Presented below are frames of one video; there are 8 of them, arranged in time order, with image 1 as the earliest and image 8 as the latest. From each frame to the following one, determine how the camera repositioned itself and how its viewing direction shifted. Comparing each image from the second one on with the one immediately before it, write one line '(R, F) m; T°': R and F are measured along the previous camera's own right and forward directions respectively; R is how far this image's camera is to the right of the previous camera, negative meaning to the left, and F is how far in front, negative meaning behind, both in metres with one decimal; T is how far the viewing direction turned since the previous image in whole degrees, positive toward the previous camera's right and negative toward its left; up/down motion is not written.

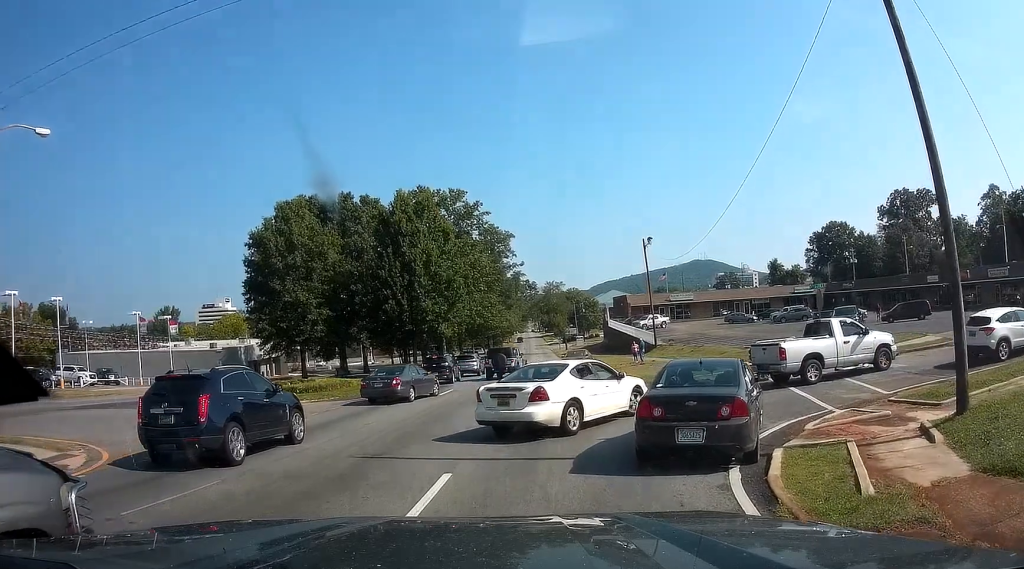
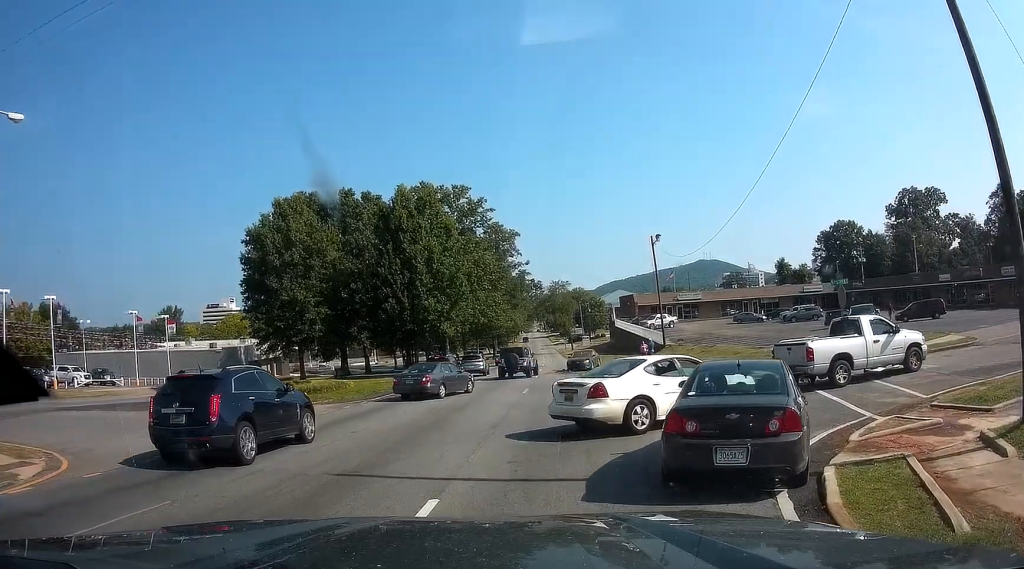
(0.0, +1.5) m; 0°
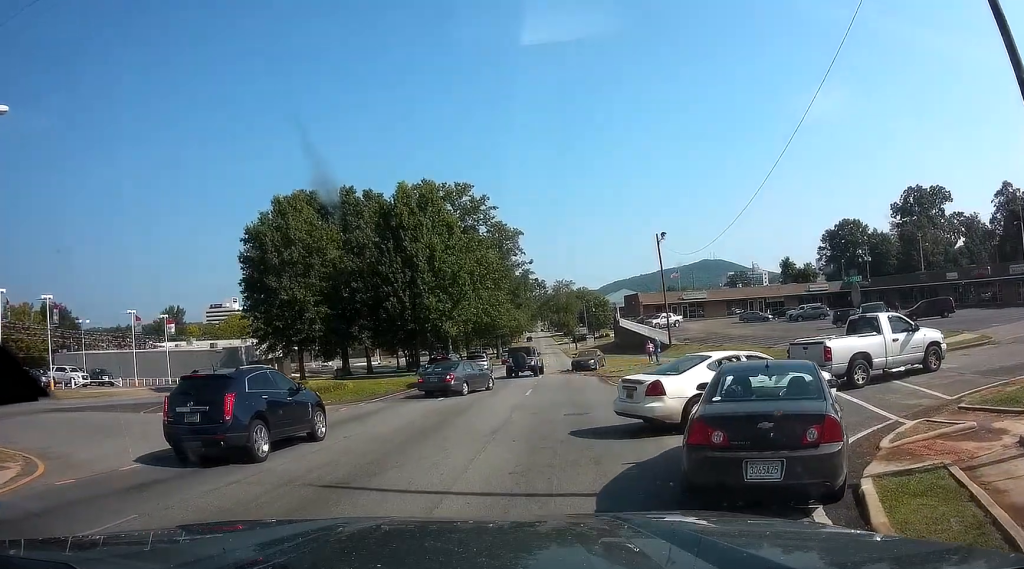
(0.0, +0.9) m; 0°
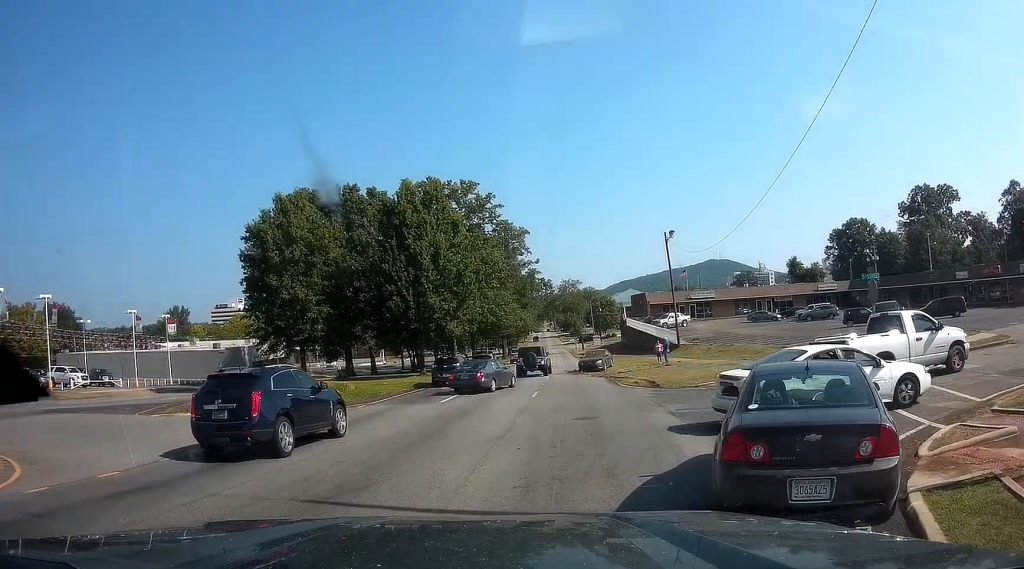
(0.0, +1.0) m; 0°
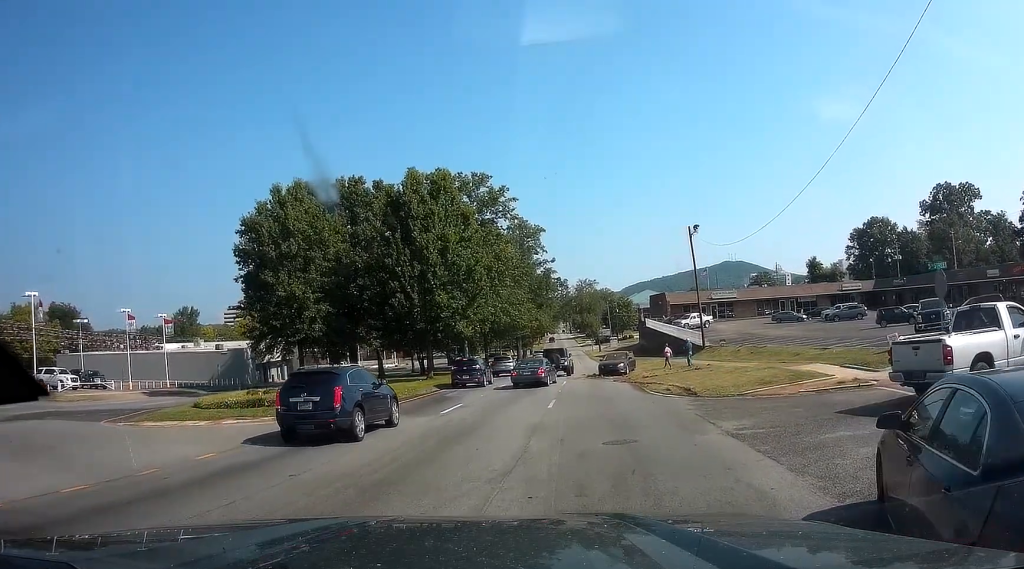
(0.0, +3.4) m; 0°
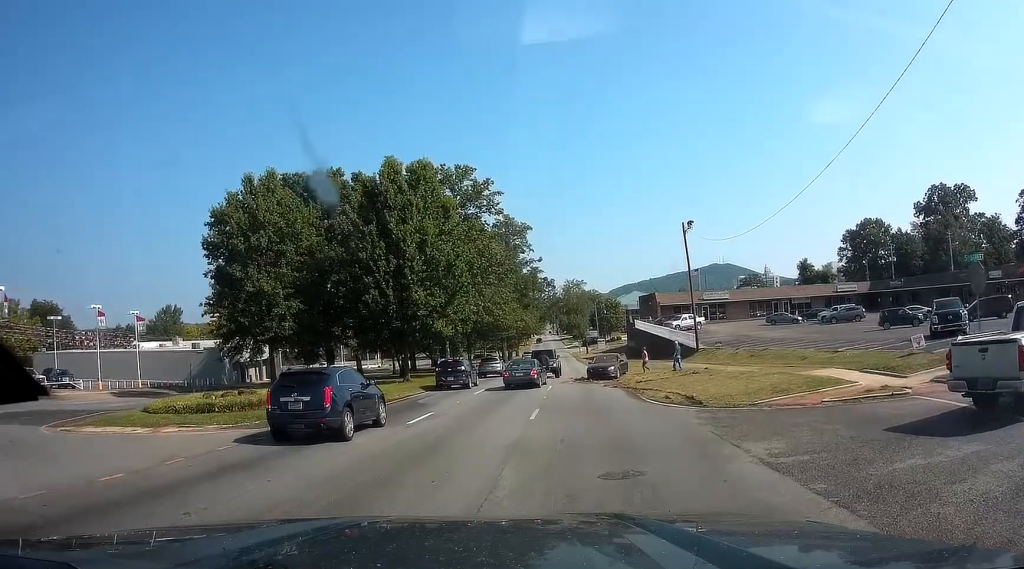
(0.0, +2.3) m; 0°
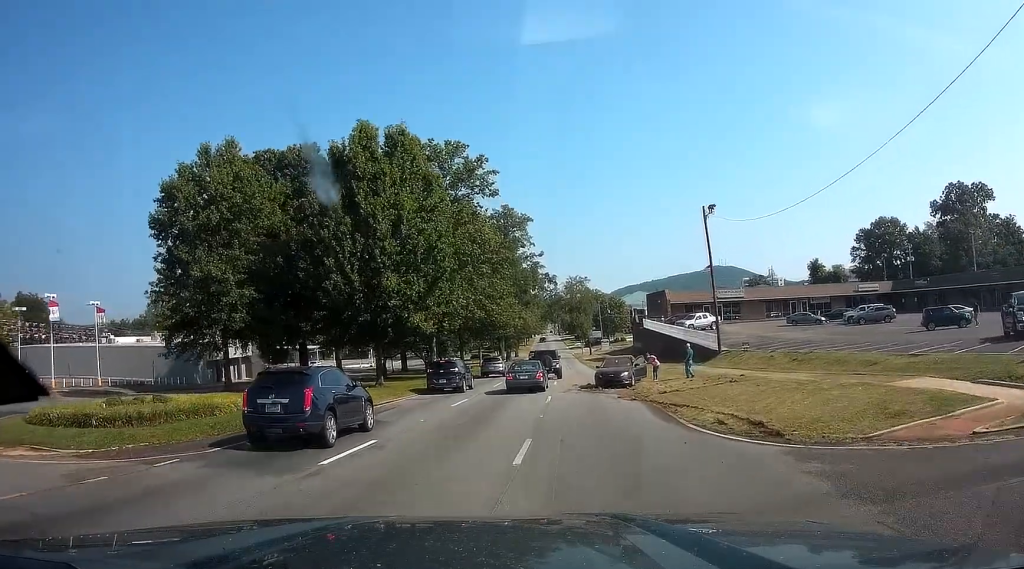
(0.0, +5.7) m; 0°
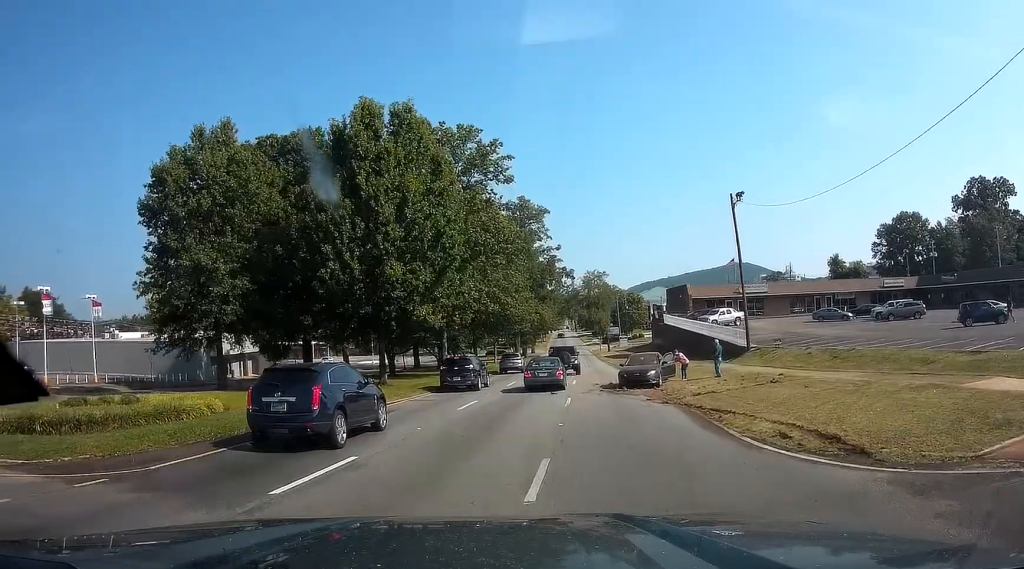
(0.0, +2.6) m; 0°
